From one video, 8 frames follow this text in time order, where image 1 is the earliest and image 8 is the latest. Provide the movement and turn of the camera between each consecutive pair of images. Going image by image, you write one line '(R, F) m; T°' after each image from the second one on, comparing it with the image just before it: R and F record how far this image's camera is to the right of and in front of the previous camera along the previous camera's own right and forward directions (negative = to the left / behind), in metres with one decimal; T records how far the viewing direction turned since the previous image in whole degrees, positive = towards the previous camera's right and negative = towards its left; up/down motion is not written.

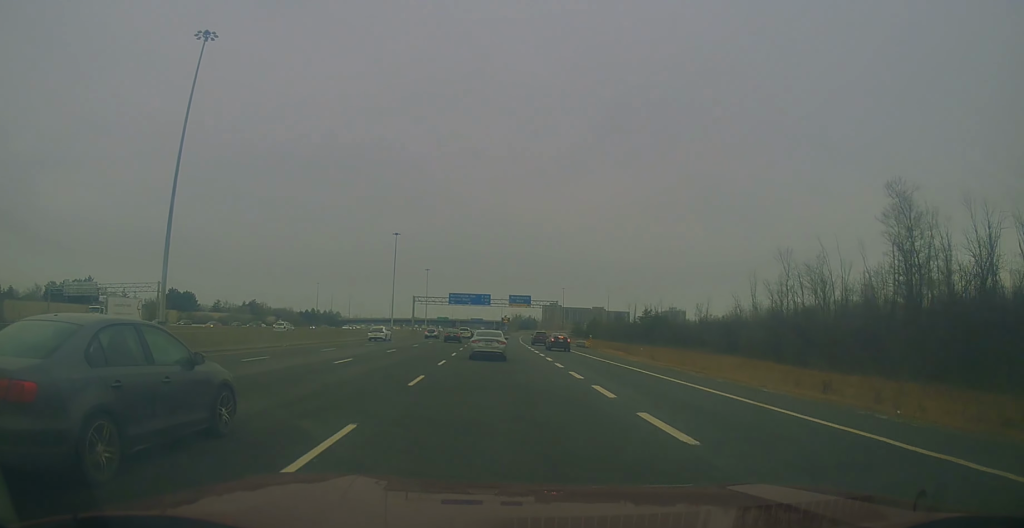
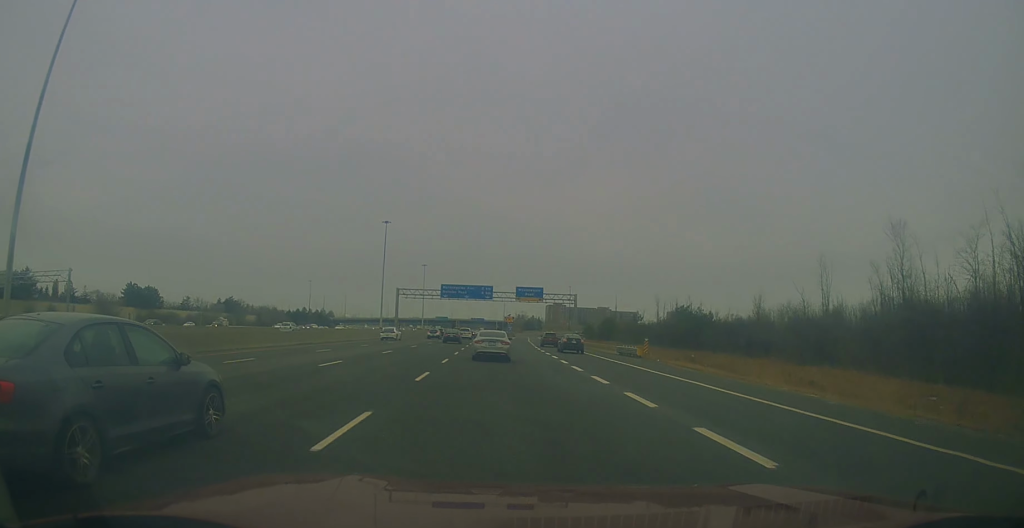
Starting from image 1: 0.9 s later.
(-0.2, +27.8) m; 0°
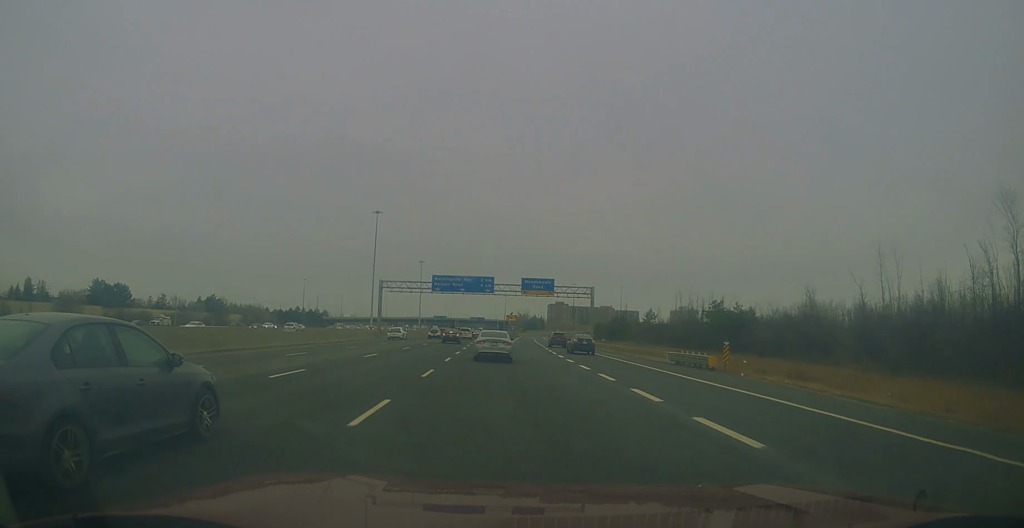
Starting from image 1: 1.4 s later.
(0.0, +18.2) m; 0°
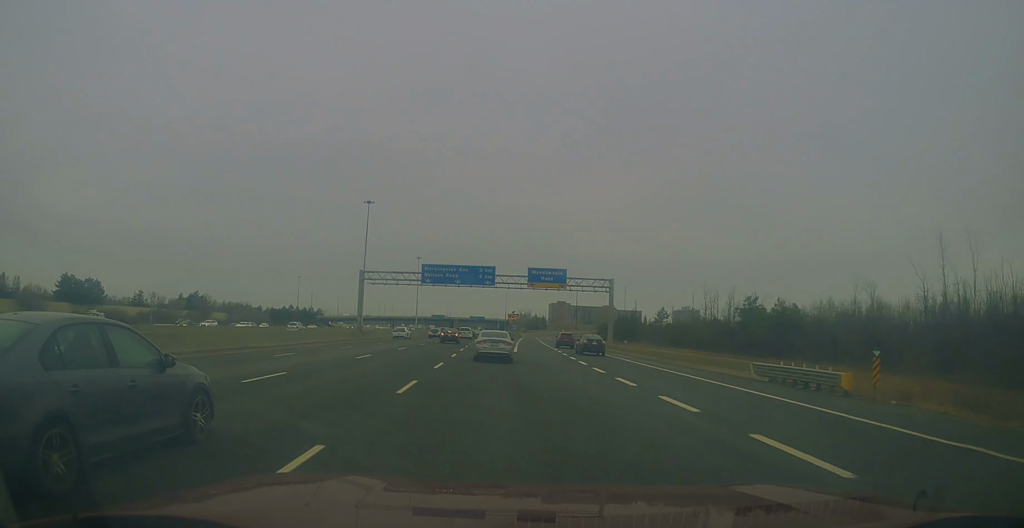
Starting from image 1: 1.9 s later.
(0.0, +13.1) m; 0°
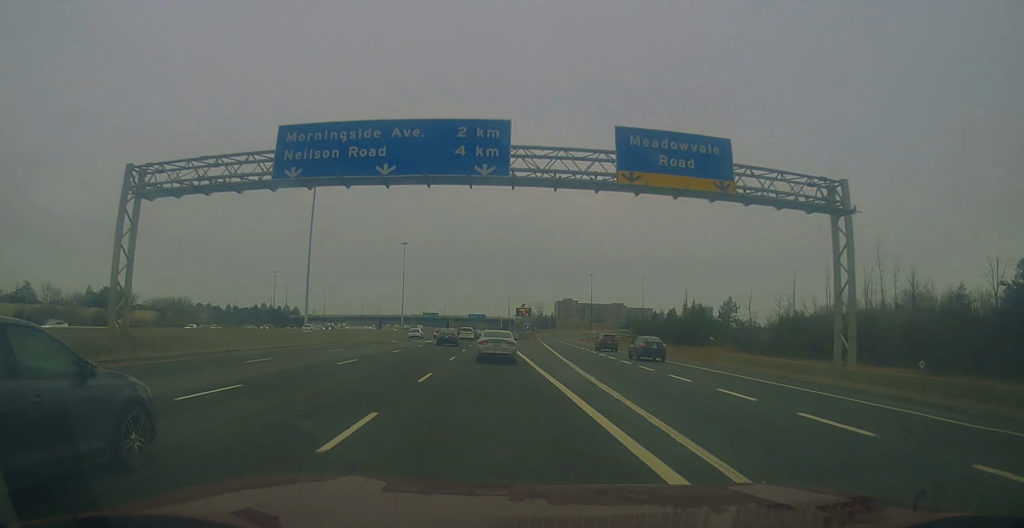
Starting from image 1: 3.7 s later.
(+0.3, +49.3) m; +1°
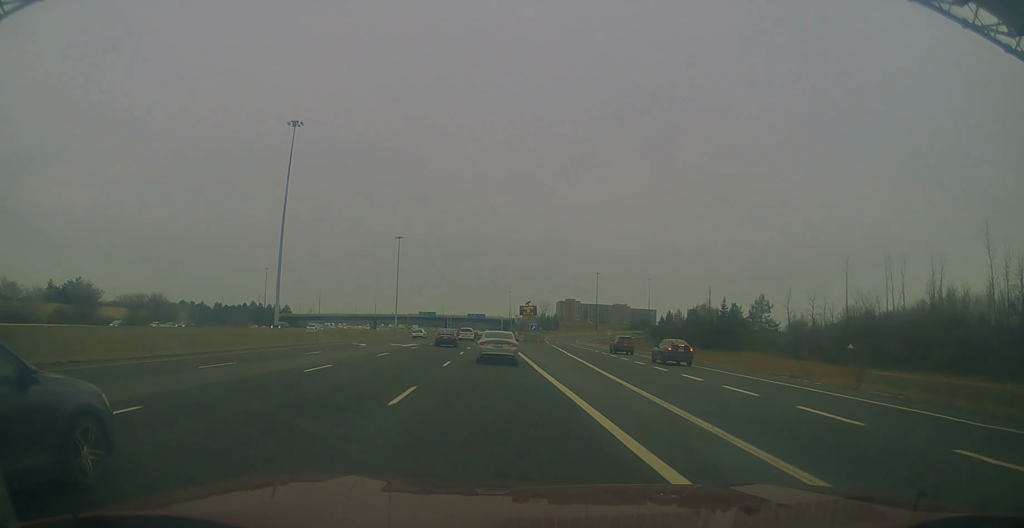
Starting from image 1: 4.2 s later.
(0.0, +15.6) m; 0°
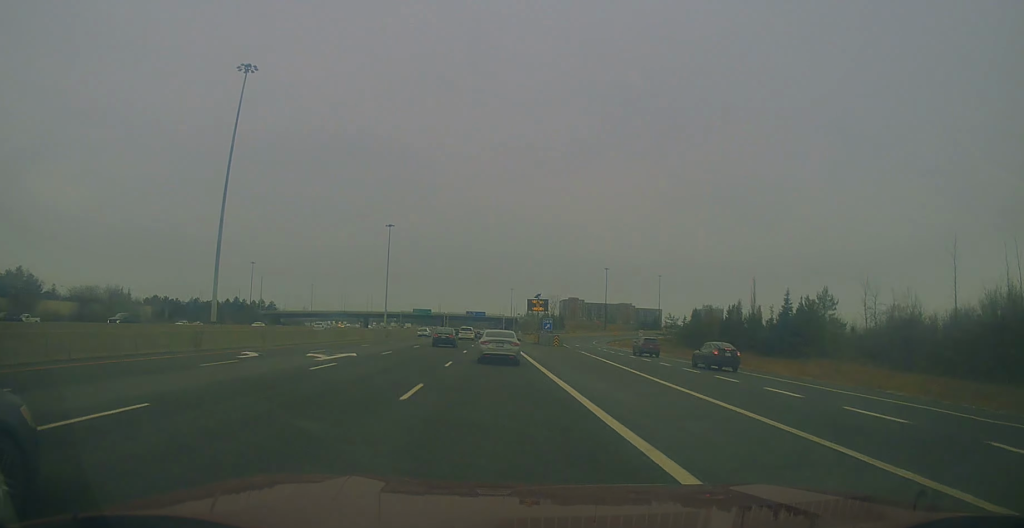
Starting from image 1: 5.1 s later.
(+0.2, +23.4) m; 0°
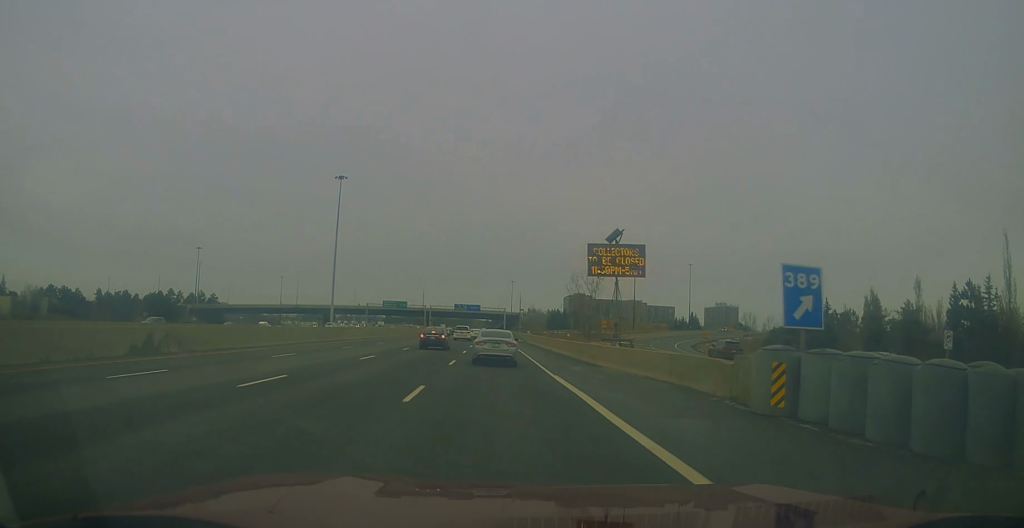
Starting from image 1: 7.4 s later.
(-1.1, +69.1) m; -1°
